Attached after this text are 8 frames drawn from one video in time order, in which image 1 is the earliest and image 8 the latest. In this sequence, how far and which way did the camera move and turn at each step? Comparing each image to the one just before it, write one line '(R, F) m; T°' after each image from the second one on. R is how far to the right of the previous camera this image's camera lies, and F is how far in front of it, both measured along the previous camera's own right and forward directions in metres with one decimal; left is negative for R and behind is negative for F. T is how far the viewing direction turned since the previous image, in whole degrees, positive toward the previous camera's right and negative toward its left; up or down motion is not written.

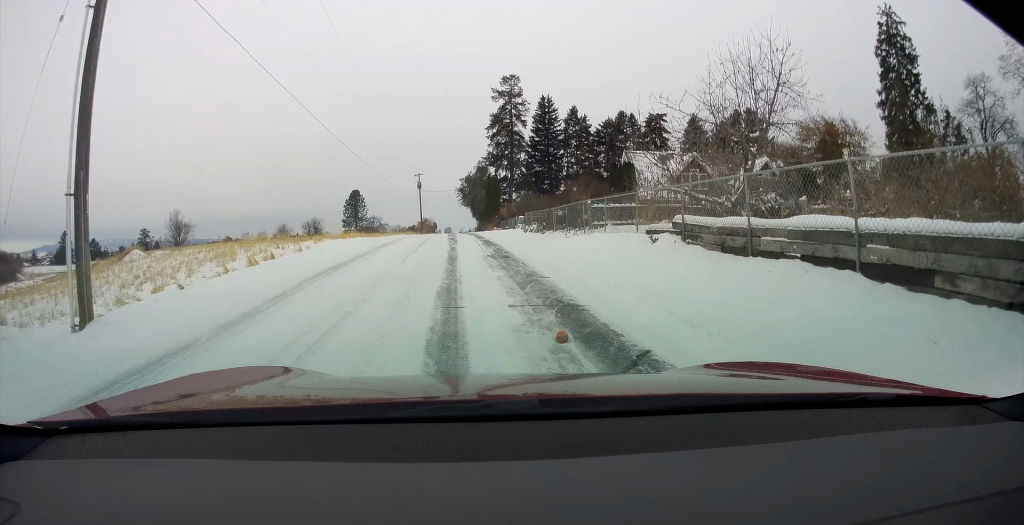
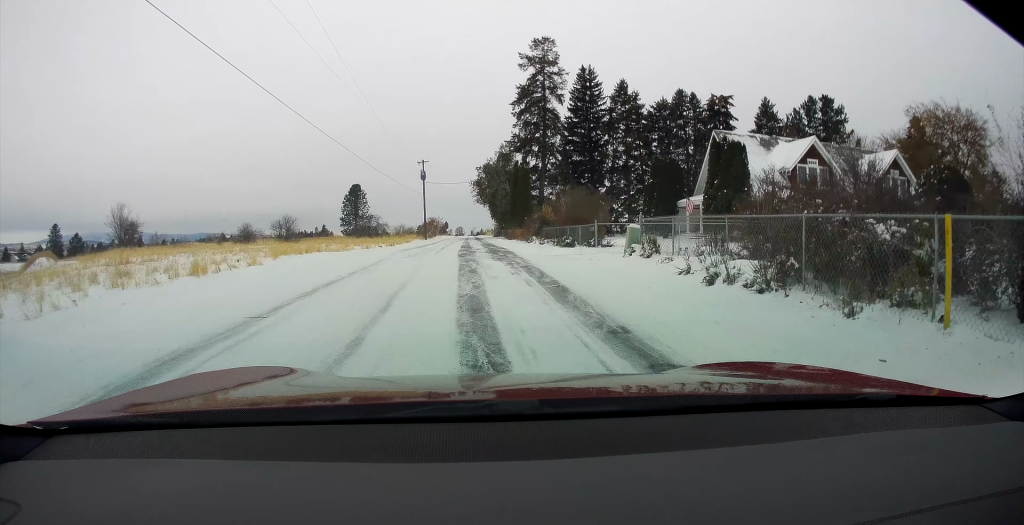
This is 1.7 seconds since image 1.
(-0.9, +21.8) m; -4°
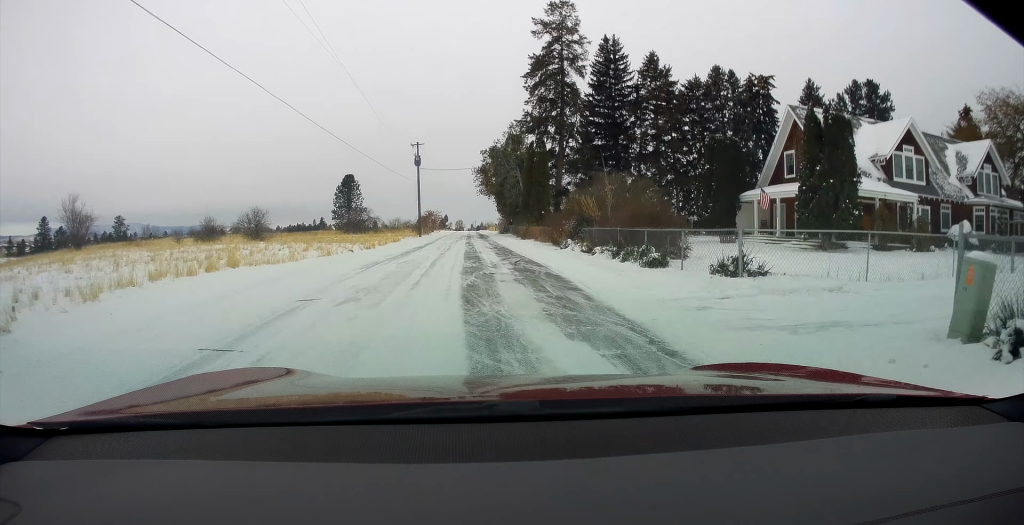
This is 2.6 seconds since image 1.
(-0.2, +11.3) m; -1°
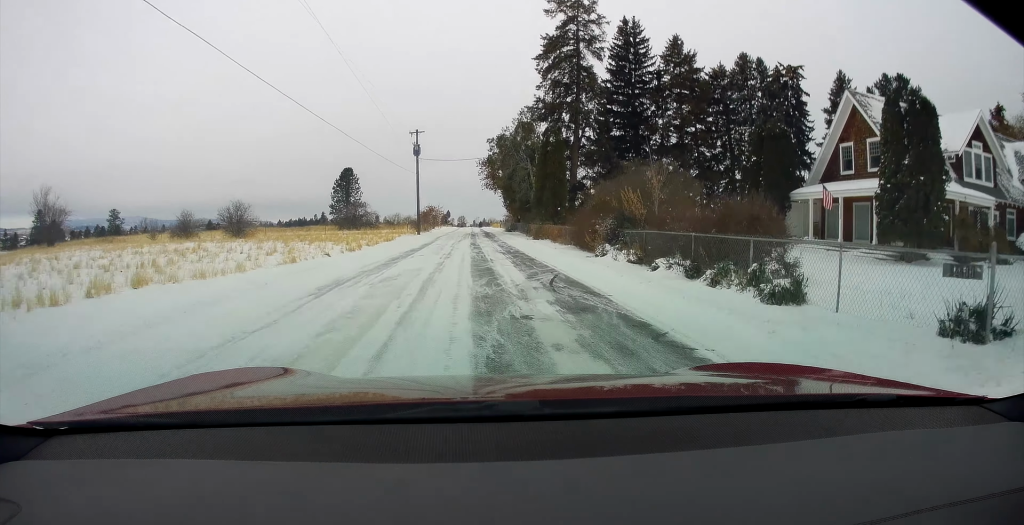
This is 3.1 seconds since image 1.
(-0.2, +6.4) m; 0°
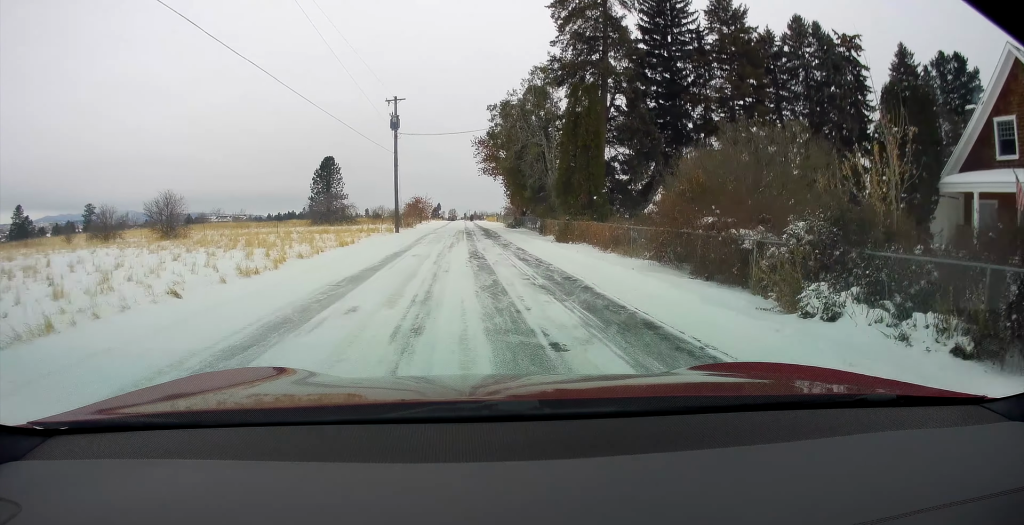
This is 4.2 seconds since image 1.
(+0.5, +13.7) m; +2°
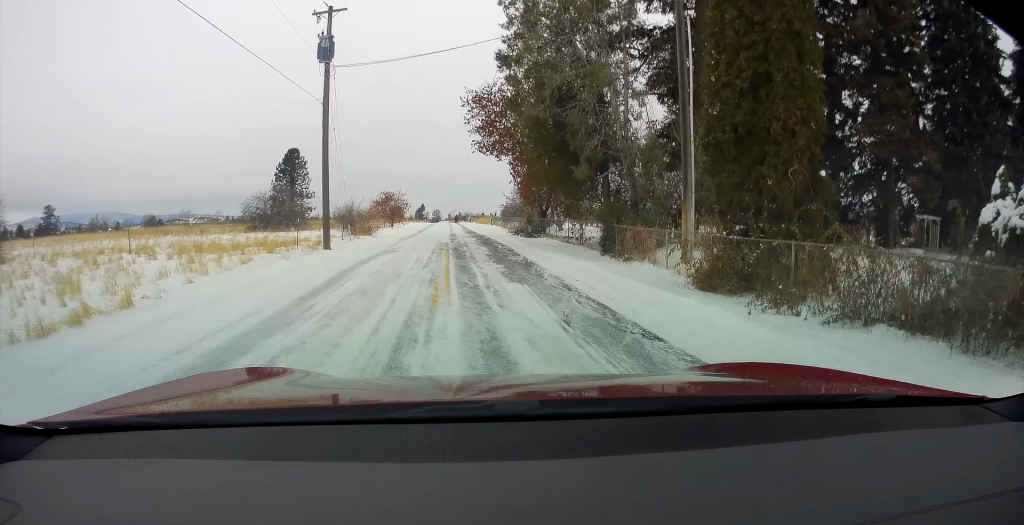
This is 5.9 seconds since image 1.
(0.0, +19.6) m; 0°
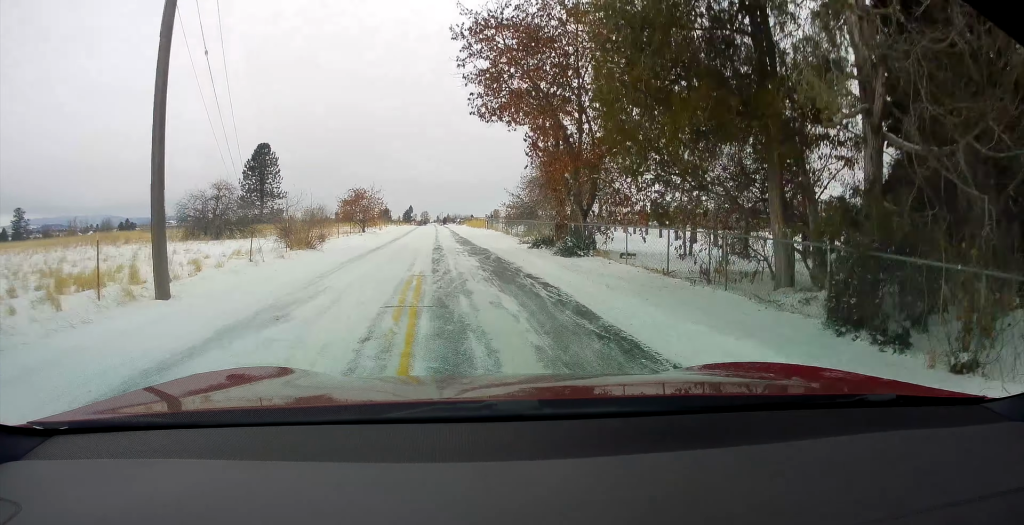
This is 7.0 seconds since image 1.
(0.0, +12.8) m; +2°
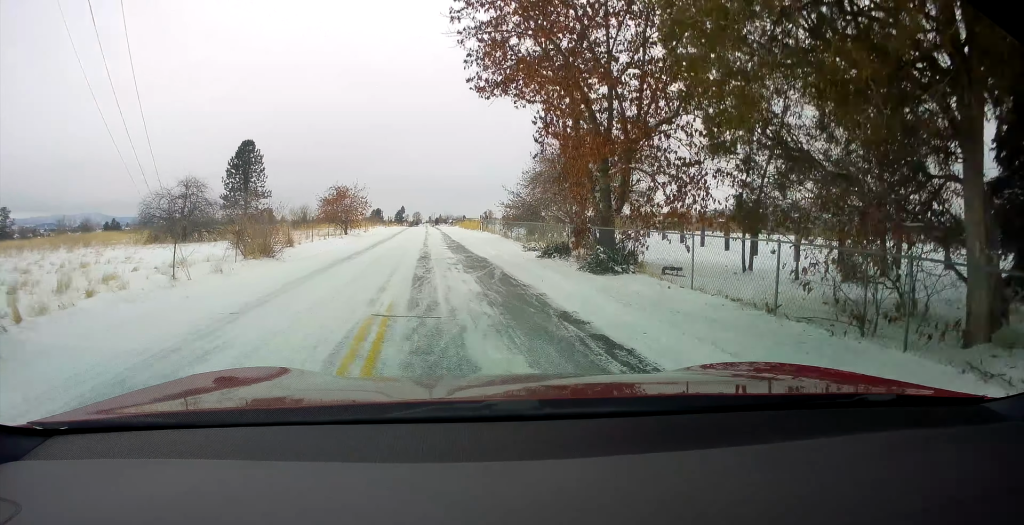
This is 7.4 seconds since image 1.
(+0.1, +5.1) m; 0°
